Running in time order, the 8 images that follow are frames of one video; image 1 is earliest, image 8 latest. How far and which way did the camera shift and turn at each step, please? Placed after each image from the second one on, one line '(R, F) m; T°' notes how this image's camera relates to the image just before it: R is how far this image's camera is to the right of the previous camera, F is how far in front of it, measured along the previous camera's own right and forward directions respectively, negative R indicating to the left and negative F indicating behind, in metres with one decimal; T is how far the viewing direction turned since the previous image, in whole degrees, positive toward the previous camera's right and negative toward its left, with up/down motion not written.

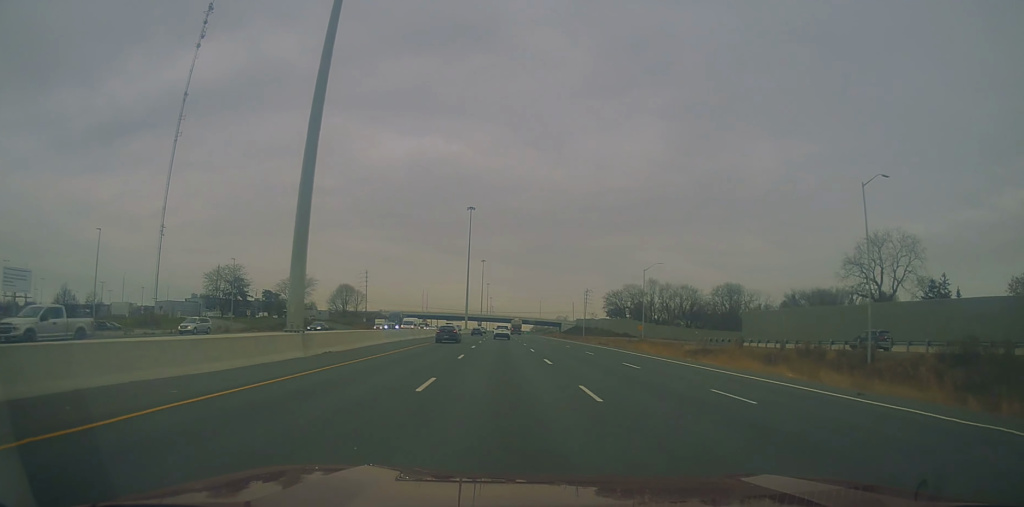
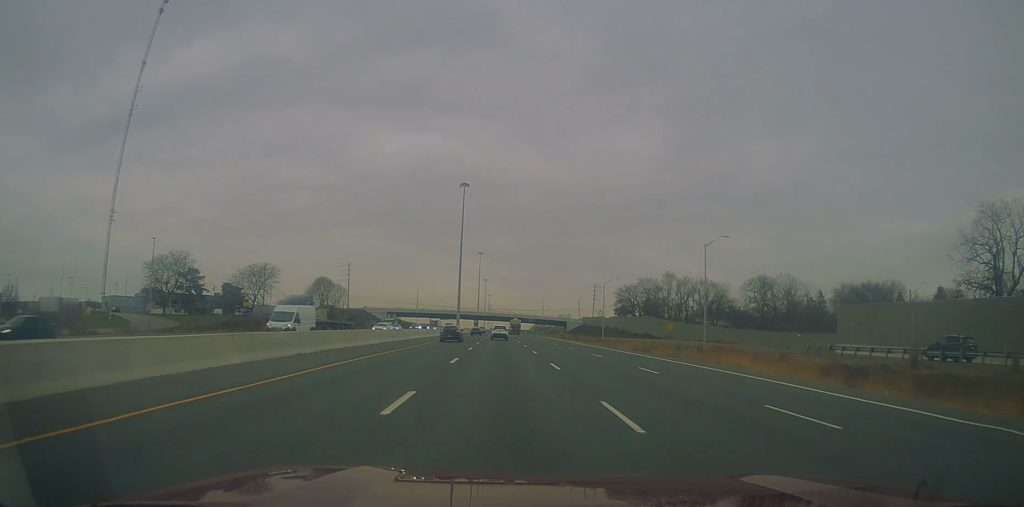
(-0.2, +27.9) m; 0°
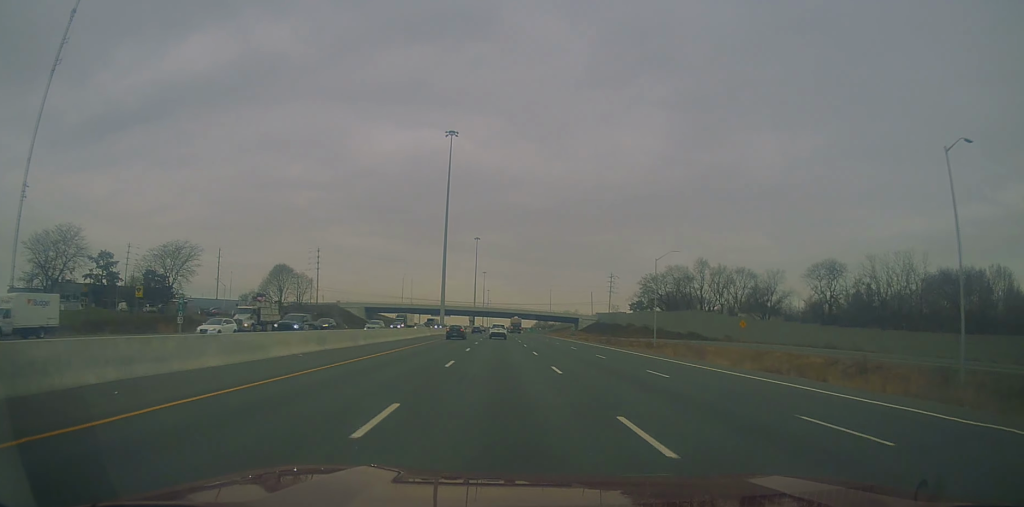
(-0.2, +38.5) m; 0°
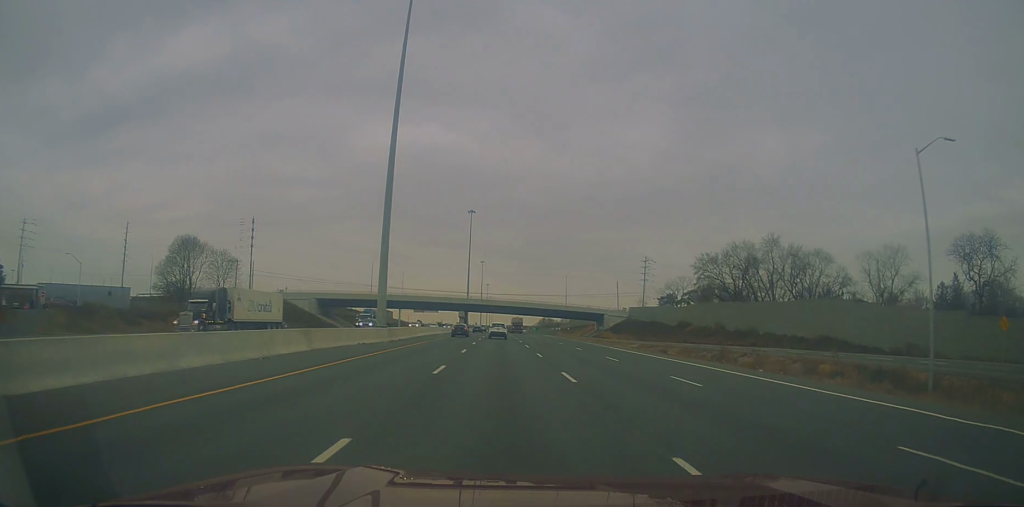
(+0.6, +52.0) m; +1°
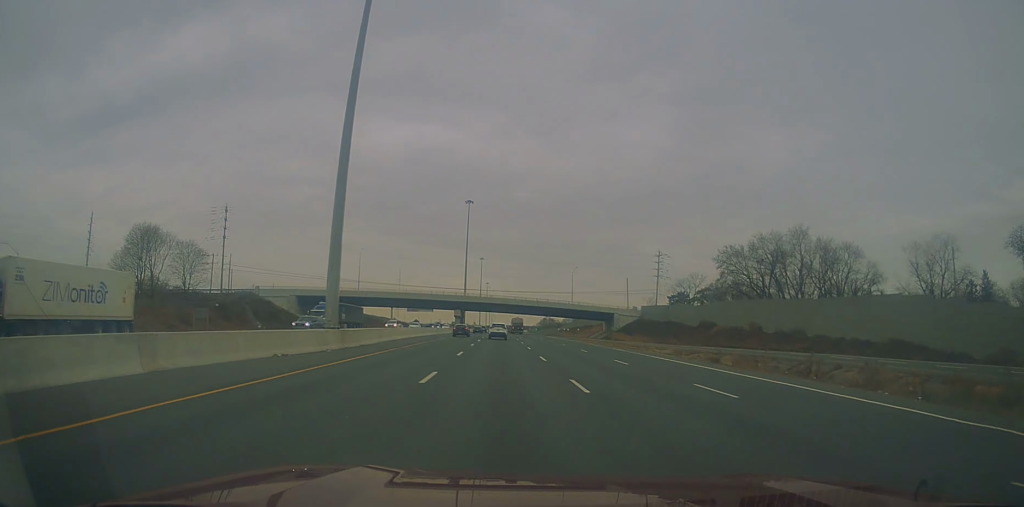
(+0.4, +14.8) m; 0°
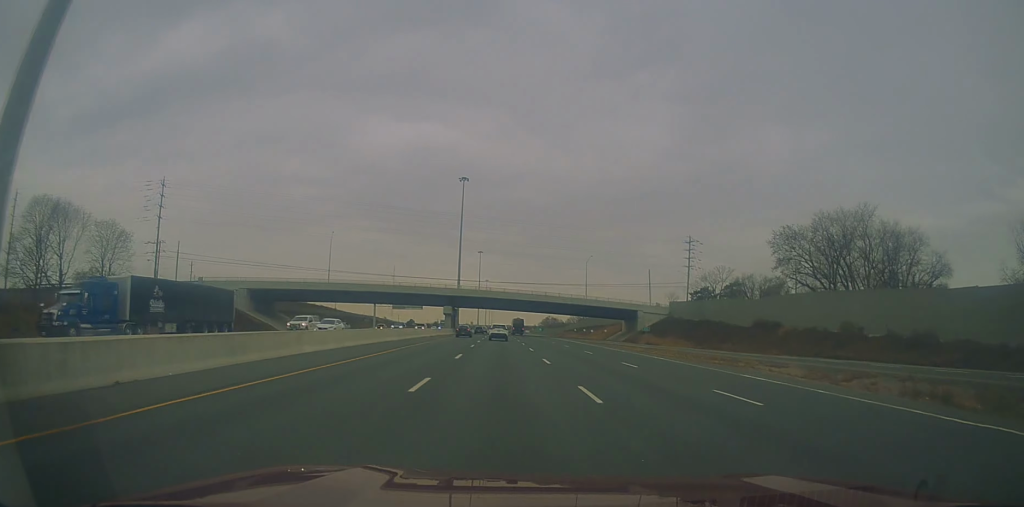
(-0.9, +26.2) m; 0°
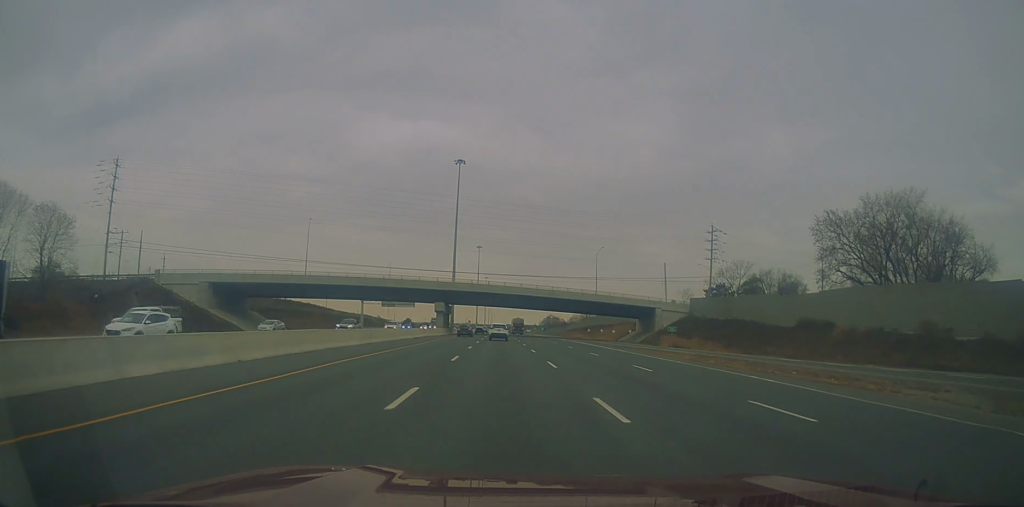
(+0.1, +14.6) m; 0°
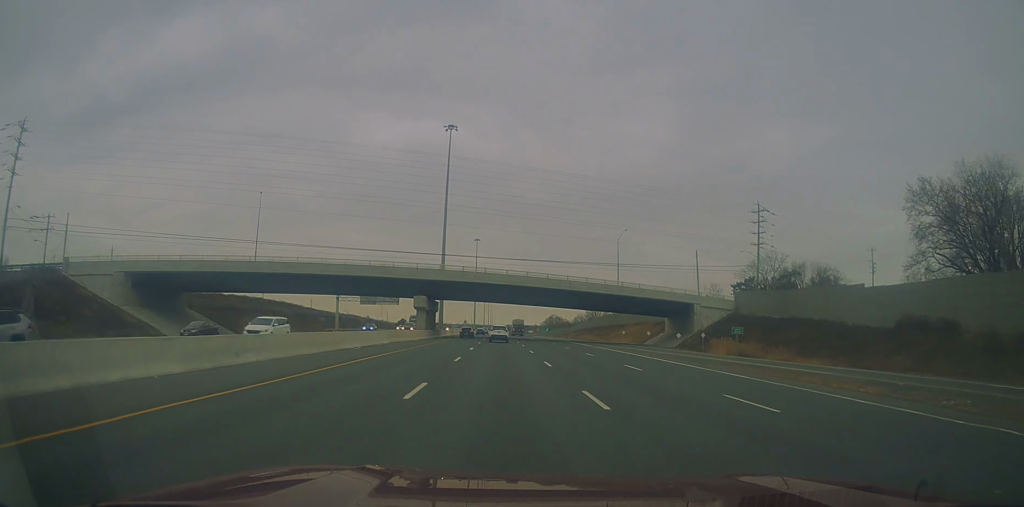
(+0.6, +22.9) m; +1°
